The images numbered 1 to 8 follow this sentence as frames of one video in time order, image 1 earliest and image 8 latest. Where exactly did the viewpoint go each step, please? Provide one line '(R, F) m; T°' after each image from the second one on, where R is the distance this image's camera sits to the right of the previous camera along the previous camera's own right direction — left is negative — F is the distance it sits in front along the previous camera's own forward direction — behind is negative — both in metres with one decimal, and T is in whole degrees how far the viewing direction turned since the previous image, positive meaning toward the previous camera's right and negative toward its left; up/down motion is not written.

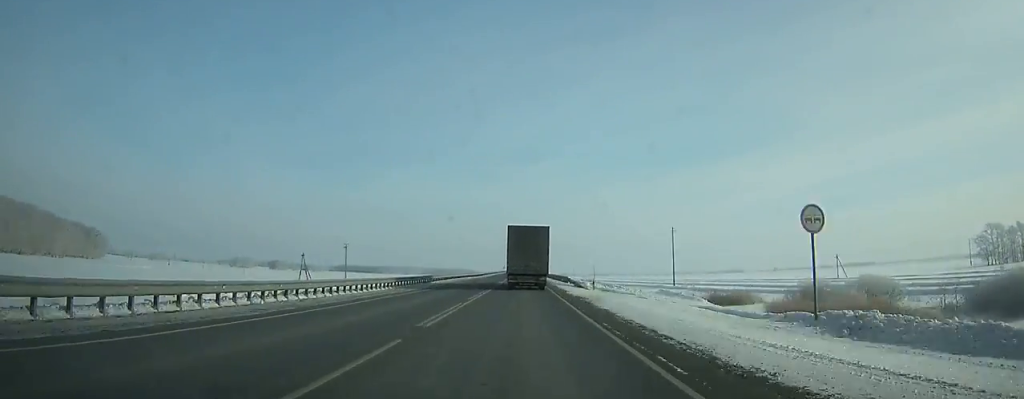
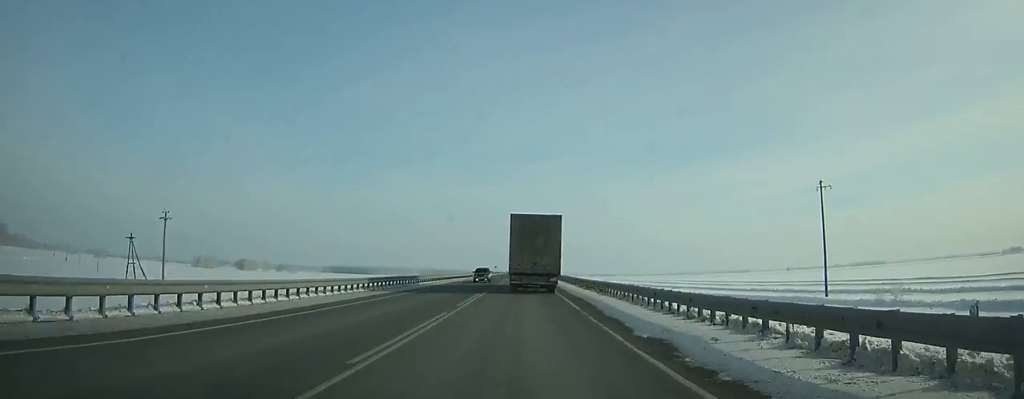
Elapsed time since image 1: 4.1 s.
(-0.2, +102.5) m; 0°
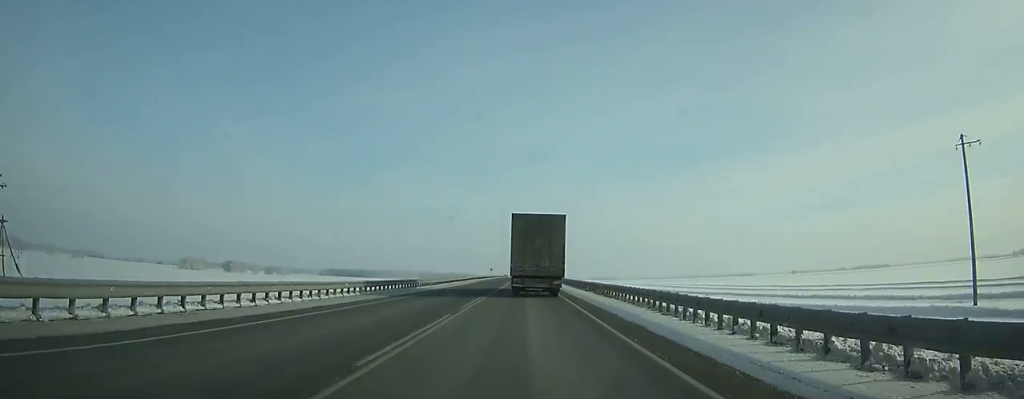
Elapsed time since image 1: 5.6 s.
(0.0, +36.1) m; 0°
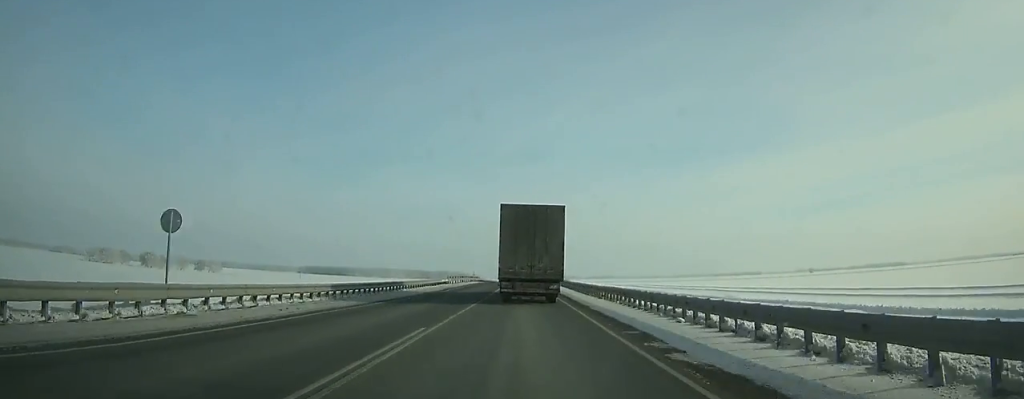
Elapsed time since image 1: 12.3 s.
(+0.1, +158.0) m; 0°
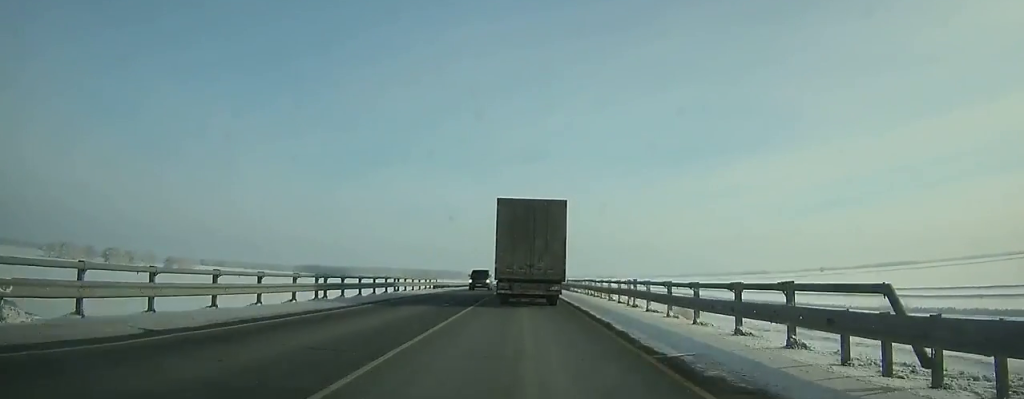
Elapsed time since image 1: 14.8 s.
(+0.1, +58.6) m; 0°
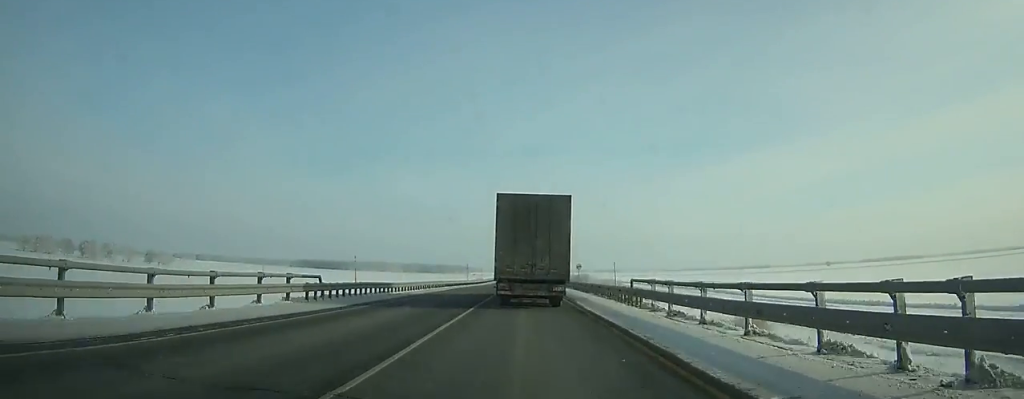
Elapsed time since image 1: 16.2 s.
(-0.1, +32.8) m; 0°
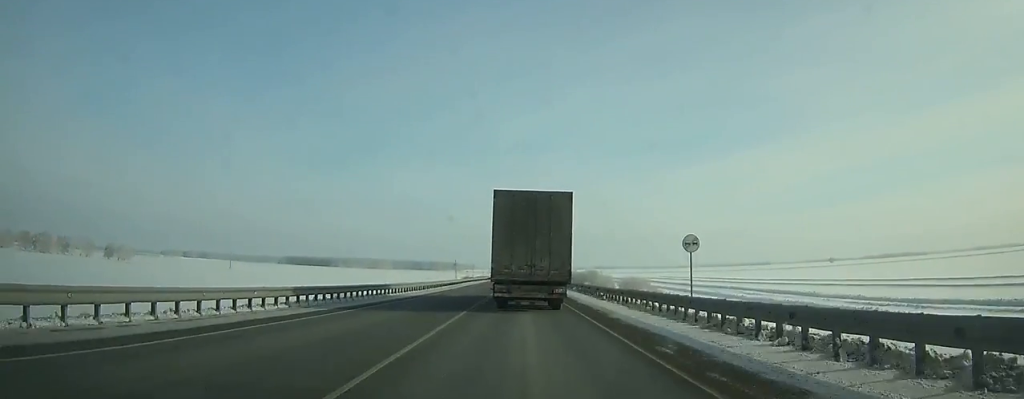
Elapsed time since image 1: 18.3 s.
(+0.2, +49.1) m; 0°
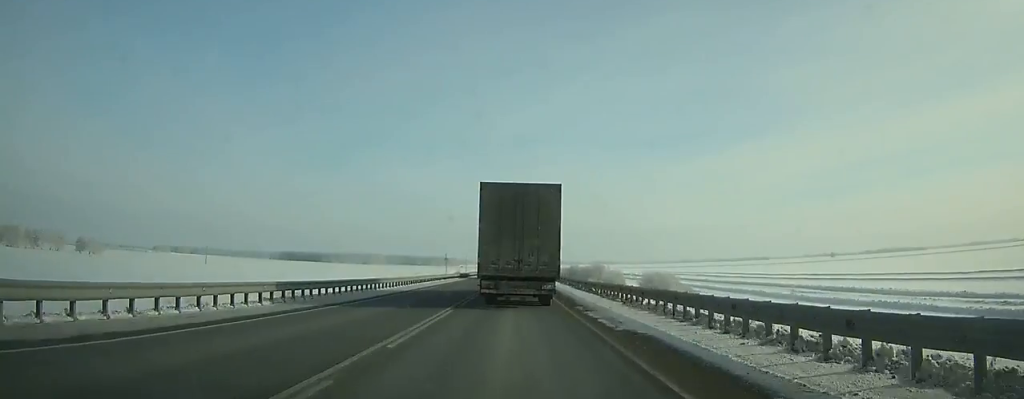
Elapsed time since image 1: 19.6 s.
(+0.2, +30.4) m; 0°
